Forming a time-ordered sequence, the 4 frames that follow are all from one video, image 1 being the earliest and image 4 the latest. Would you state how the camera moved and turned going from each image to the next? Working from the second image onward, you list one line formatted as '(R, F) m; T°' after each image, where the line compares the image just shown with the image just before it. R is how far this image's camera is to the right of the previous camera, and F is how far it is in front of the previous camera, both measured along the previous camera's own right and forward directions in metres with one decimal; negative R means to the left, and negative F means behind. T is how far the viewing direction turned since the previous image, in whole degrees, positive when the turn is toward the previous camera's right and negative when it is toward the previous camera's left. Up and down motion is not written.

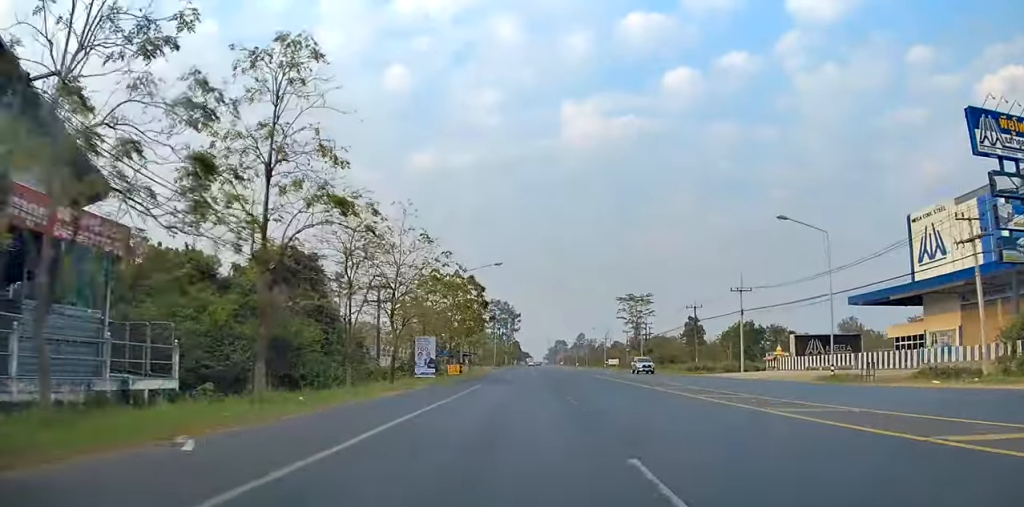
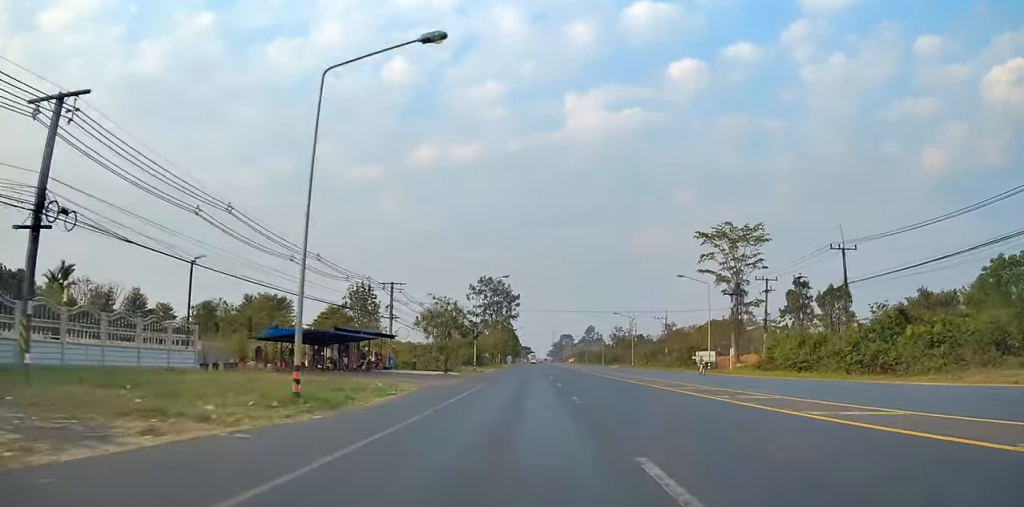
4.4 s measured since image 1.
(-1.1, +85.0) m; -2°
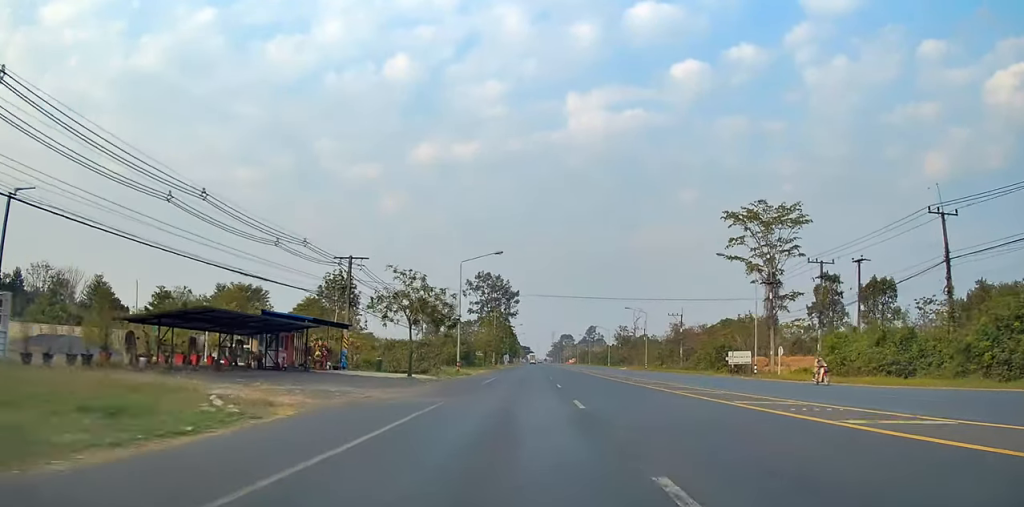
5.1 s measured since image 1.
(-0.1, +13.4) m; 0°
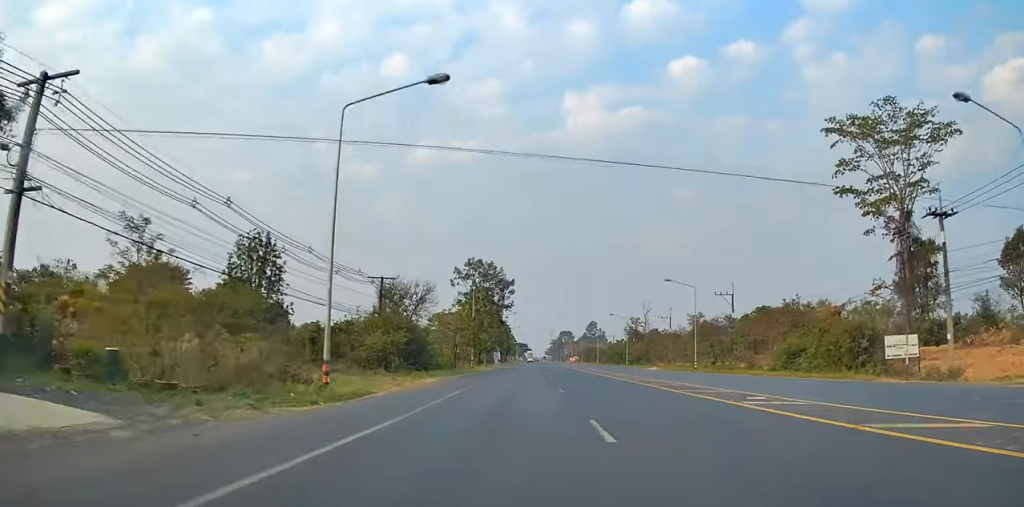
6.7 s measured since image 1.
(0.0, +31.3) m; 0°
